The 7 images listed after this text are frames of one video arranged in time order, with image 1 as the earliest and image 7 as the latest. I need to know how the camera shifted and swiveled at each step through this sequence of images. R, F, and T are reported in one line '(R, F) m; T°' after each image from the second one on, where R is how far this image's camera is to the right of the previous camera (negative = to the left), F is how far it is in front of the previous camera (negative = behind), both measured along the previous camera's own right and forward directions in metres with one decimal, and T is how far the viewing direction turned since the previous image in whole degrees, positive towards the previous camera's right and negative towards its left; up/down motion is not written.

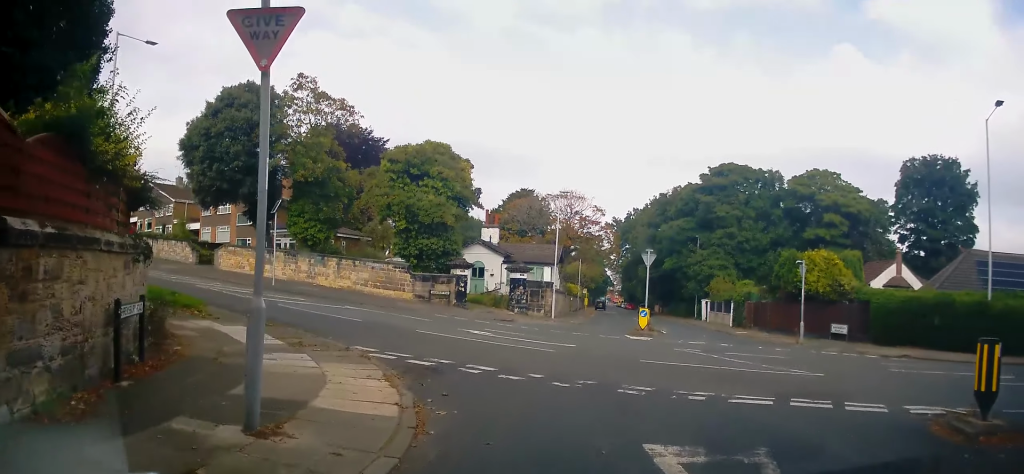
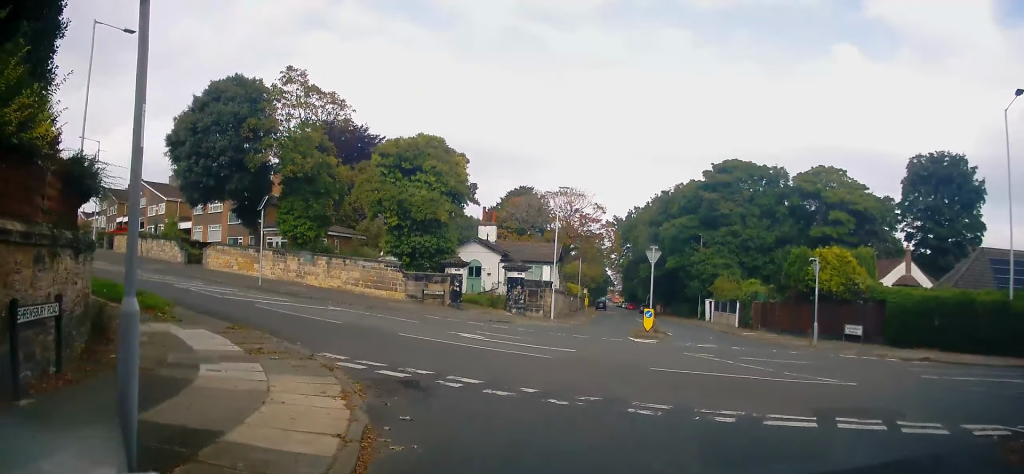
(+0.1, +1.9) m; -1°
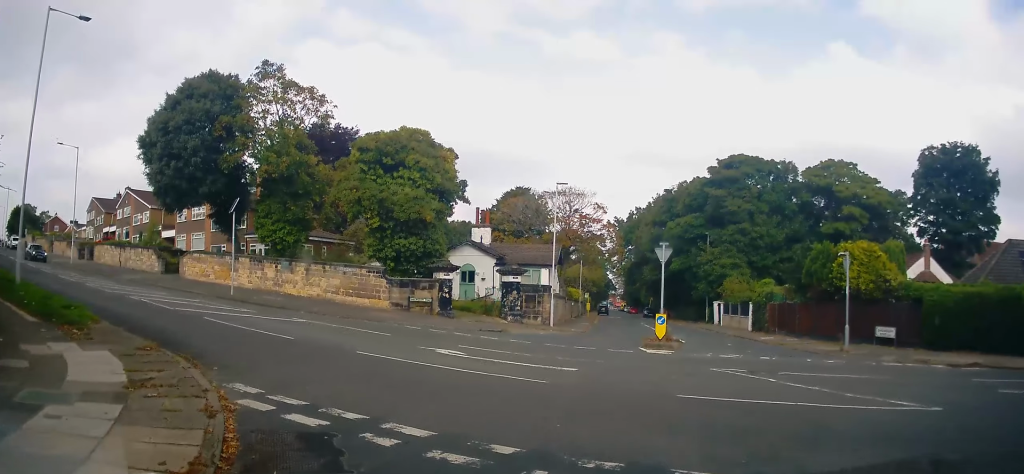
(-0.4, +3.3) m; -4°
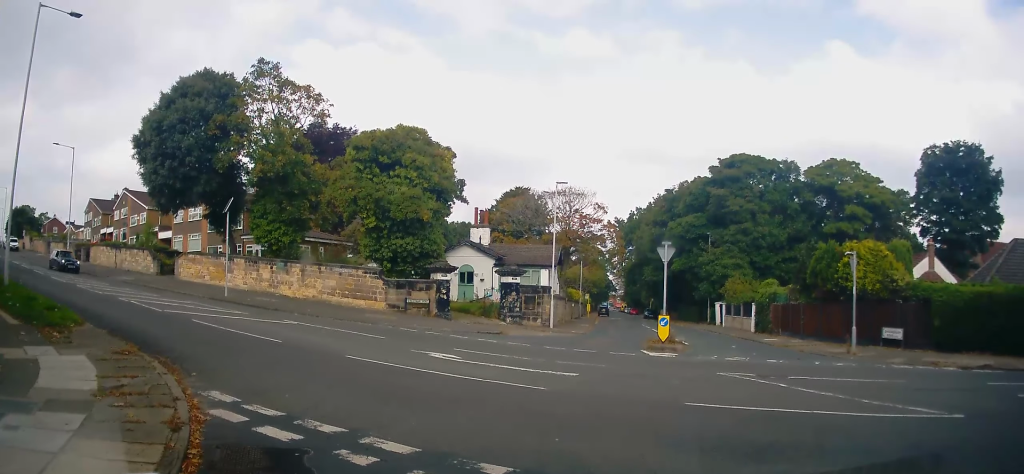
(+0.2, +1.0) m; 0°
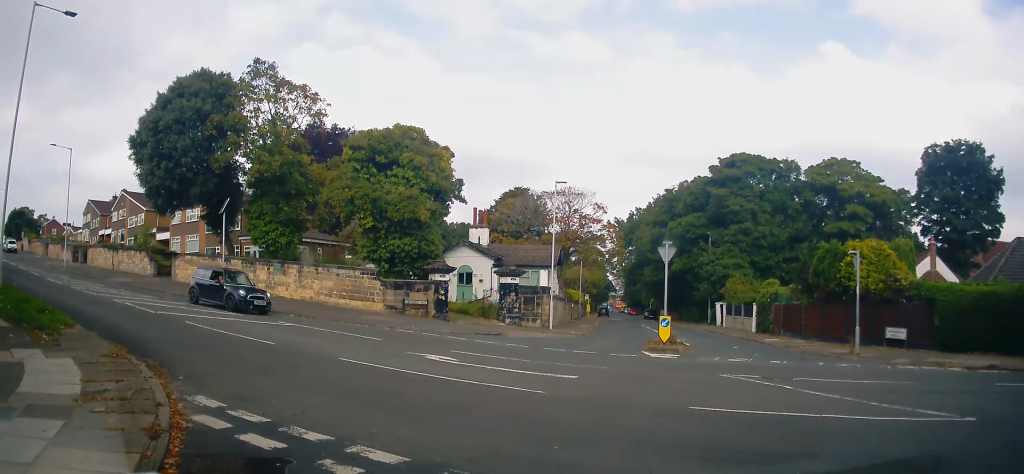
(0.0, +0.3) m; 0°
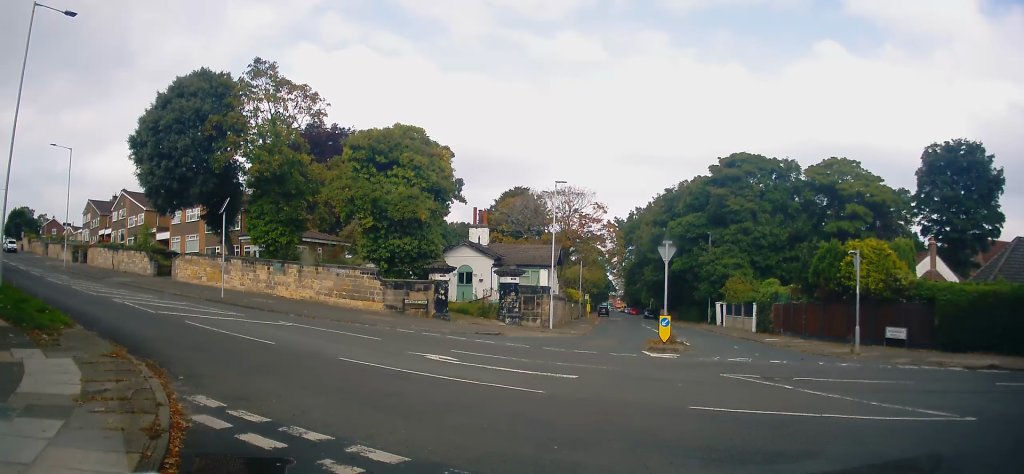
(+0.1, +0.4) m; 0°
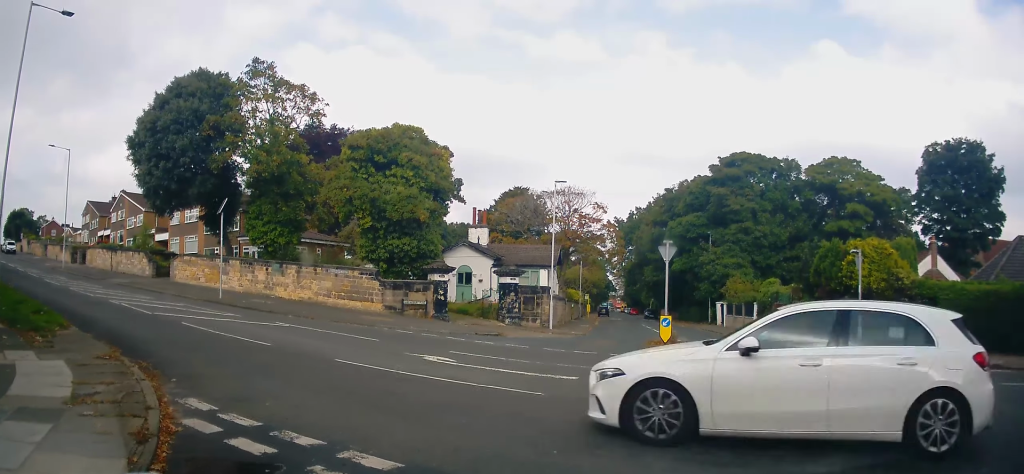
(0.0, +0.2) m; 0°
